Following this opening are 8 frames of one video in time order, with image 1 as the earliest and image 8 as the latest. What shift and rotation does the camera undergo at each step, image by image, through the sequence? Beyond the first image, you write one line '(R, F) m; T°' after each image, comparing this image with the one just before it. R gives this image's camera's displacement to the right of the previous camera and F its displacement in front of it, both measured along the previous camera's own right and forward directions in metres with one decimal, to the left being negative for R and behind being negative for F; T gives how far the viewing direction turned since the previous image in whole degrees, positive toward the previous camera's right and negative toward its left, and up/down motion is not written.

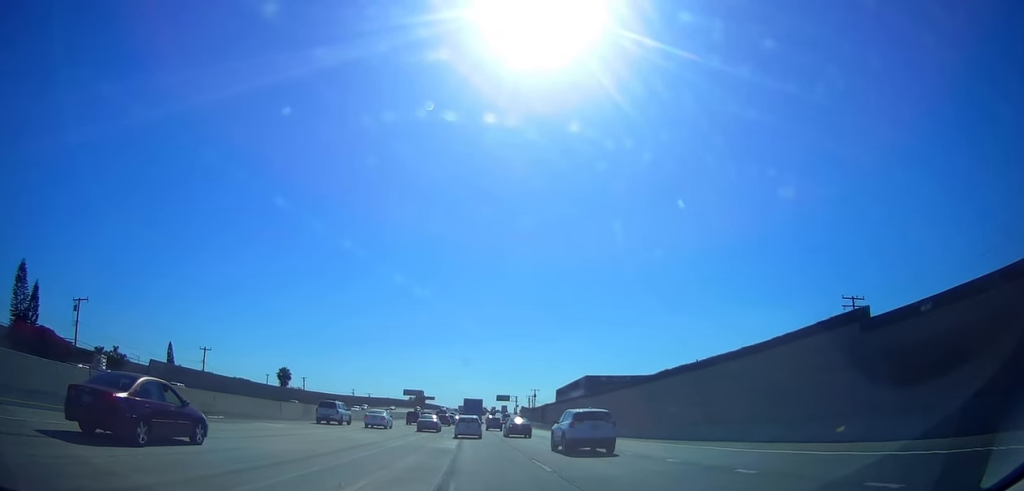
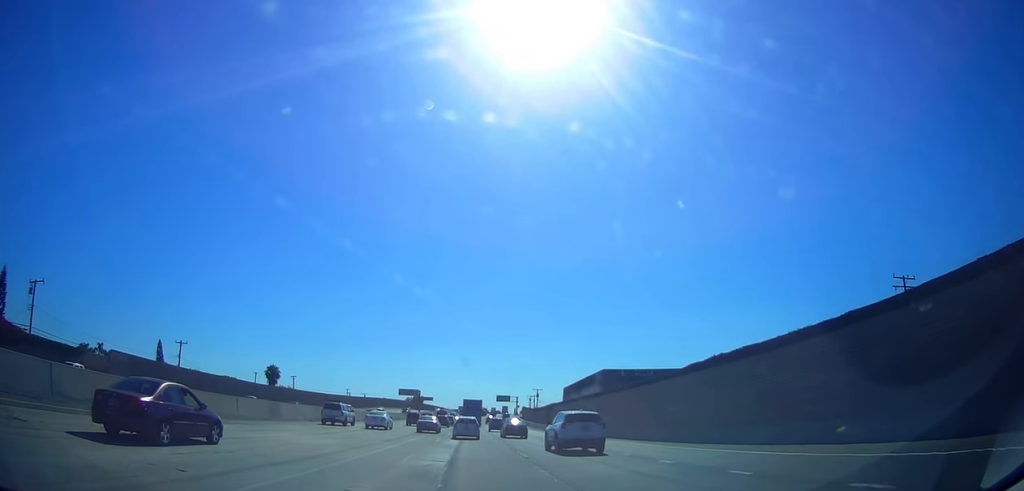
(-0.2, +8.2) m; -2°
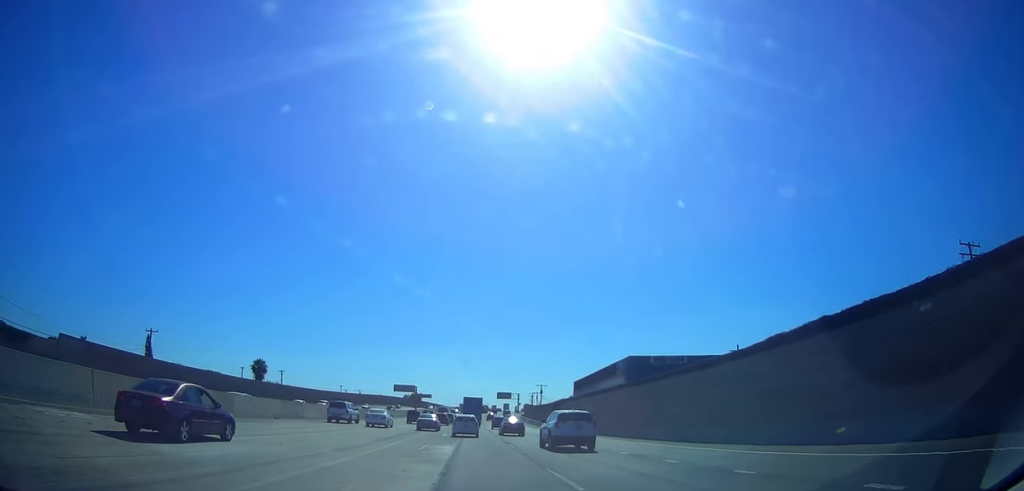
(0.0, +8.9) m; 0°
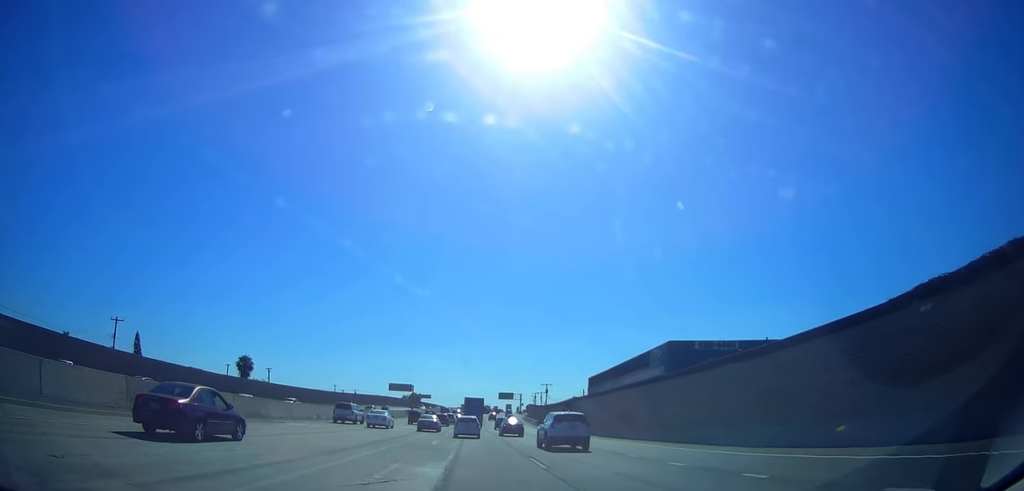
(0.0, +8.9) m; +1°
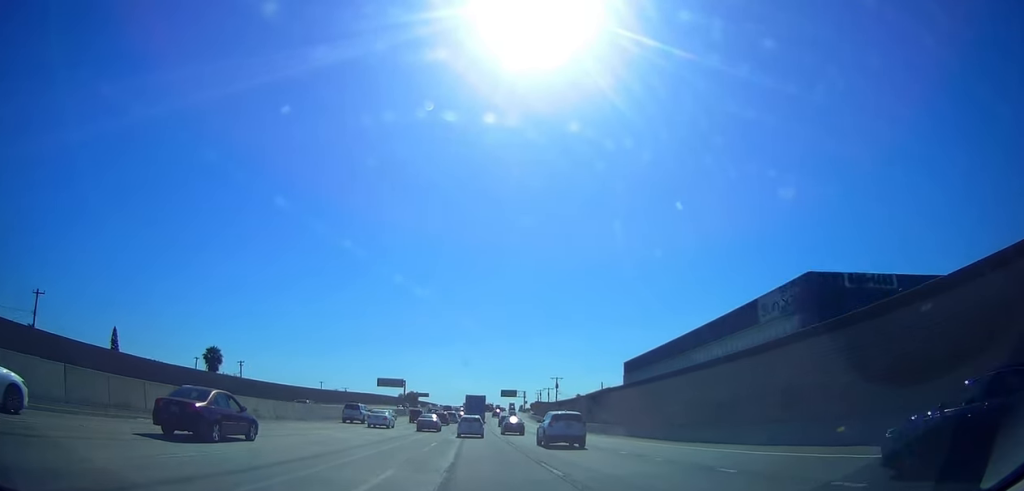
(+0.1, +15.6) m; +3°
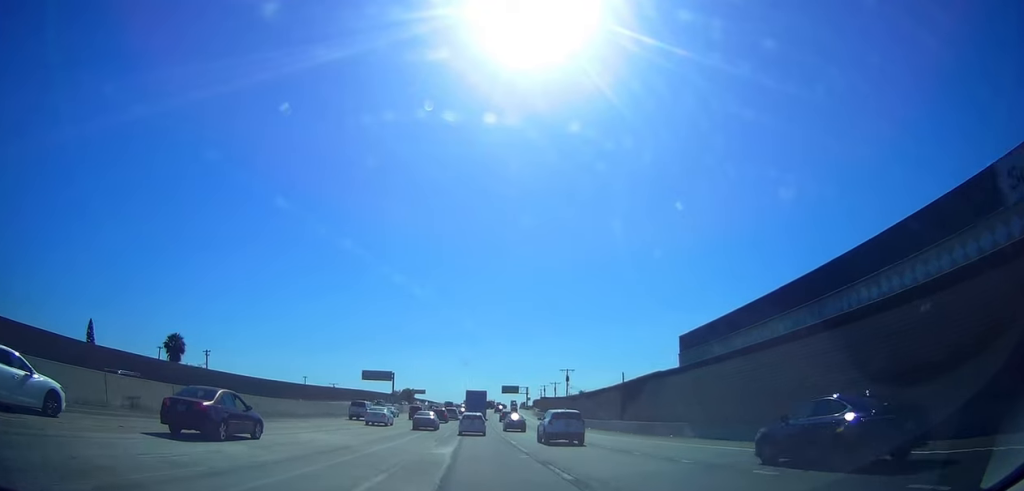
(+0.8, +14.6) m; 0°
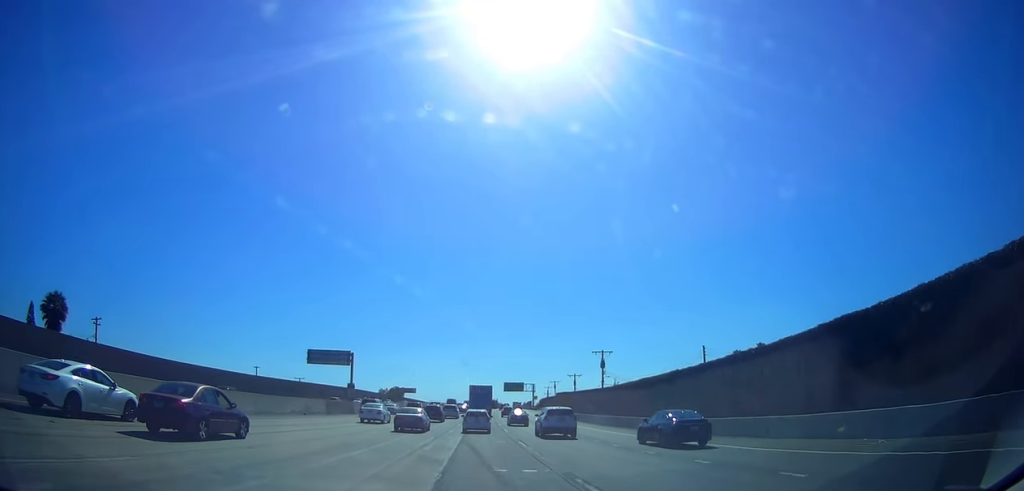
(-1.7, +32.7) m; -3°
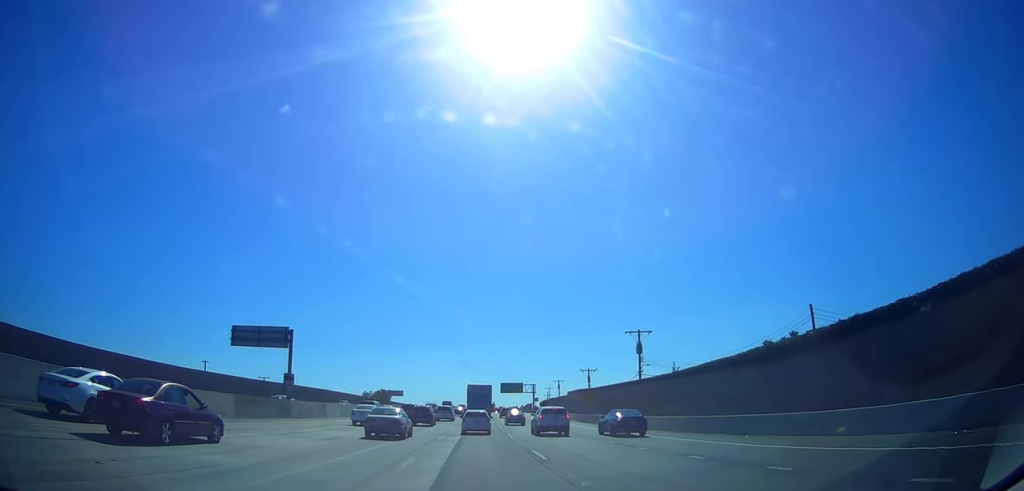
(0.0, +21.4) m; 0°
